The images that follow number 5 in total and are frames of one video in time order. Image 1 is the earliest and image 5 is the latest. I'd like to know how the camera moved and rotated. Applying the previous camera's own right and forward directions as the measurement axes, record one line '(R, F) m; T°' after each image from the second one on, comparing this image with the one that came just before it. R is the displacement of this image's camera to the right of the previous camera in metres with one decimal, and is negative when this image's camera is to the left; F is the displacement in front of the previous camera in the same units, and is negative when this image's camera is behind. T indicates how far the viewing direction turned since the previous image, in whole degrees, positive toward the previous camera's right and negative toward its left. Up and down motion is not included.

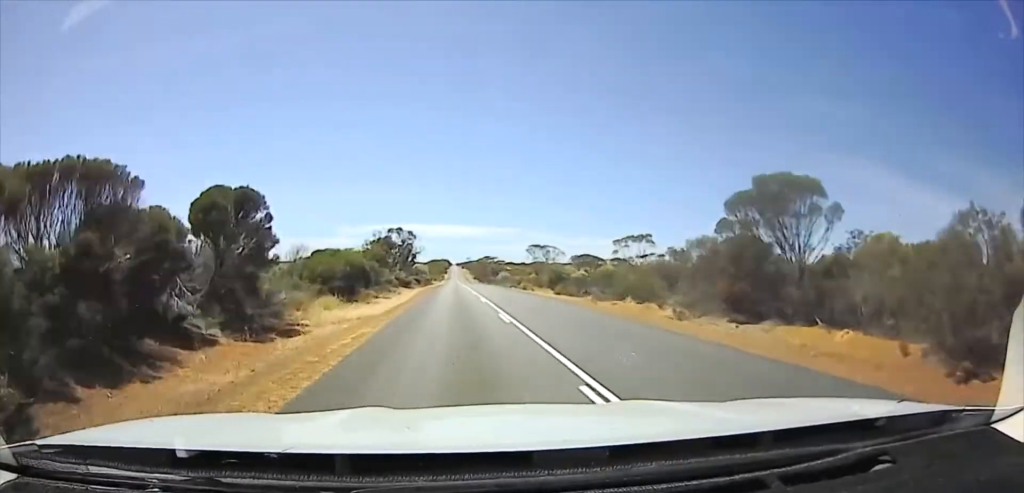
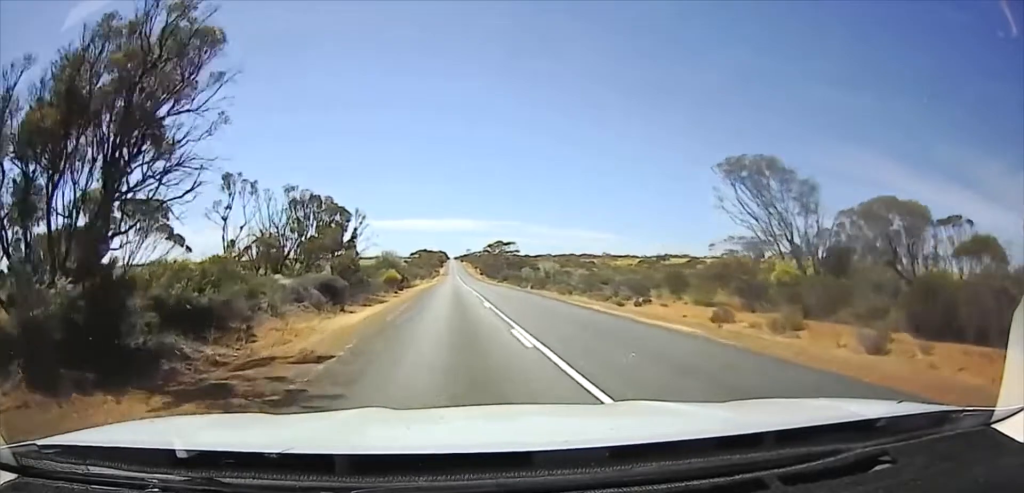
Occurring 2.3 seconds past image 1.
(+0.3, +85.6) m; 0°
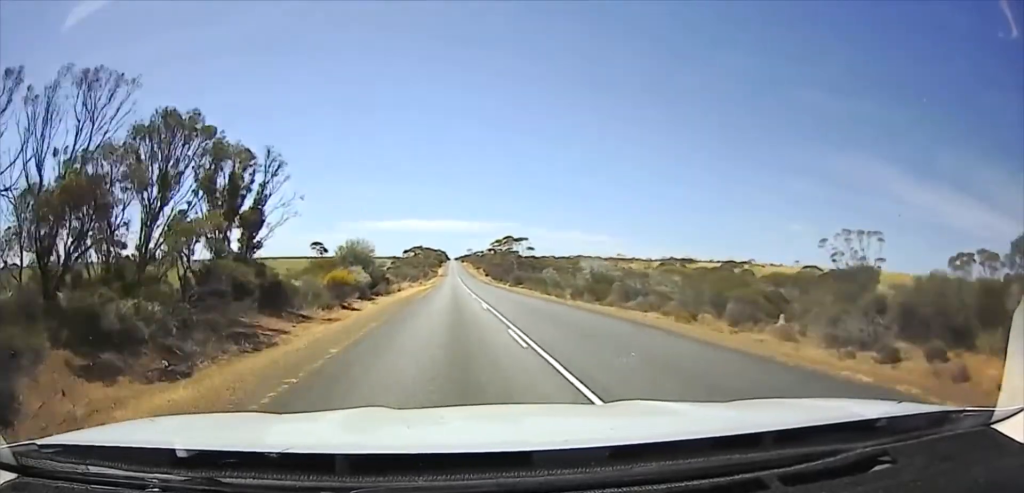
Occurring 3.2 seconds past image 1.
(0.0, +30.0) m; 0°
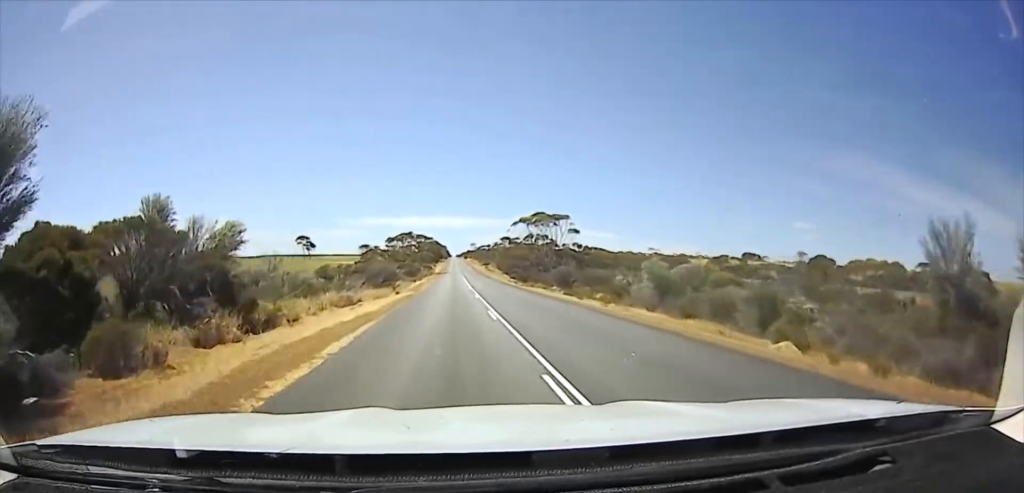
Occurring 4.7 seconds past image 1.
(0.0, +47.6) m; 0°
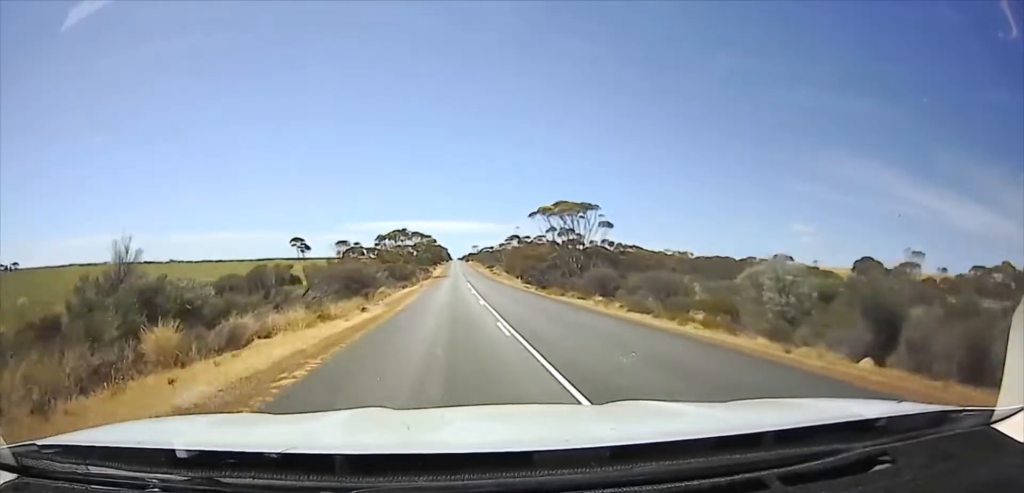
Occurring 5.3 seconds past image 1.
(0.0, +16.1) m; 0°
